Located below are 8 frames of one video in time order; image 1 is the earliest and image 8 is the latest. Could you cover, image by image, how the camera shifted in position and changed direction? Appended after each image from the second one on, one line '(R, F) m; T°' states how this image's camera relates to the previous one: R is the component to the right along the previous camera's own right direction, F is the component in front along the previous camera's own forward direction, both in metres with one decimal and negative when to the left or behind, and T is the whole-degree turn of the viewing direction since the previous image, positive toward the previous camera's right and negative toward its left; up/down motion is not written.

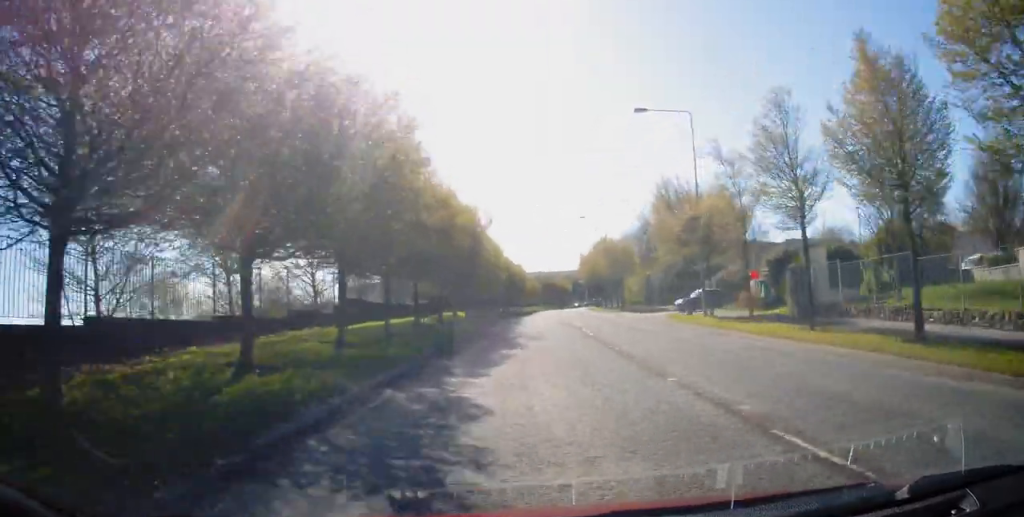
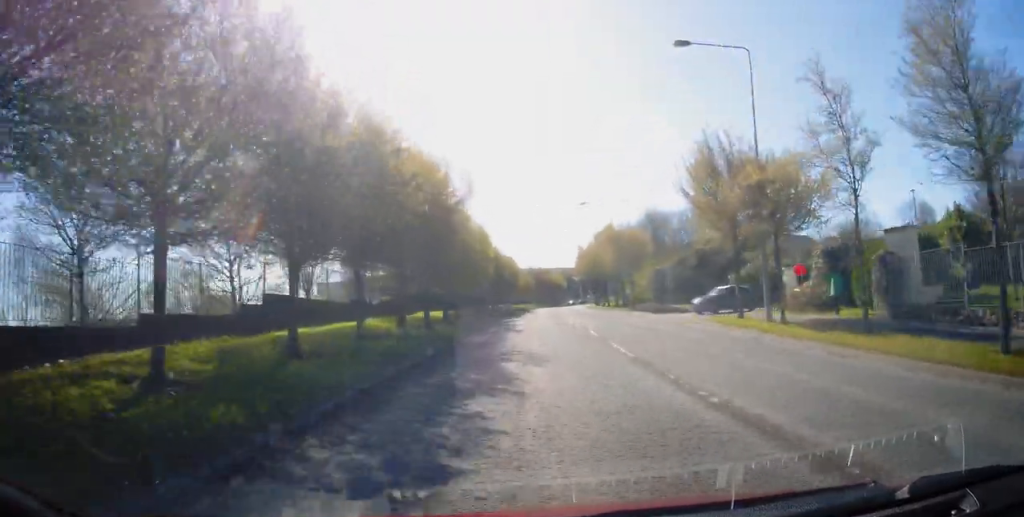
(0.0, +8.0) m; +3°
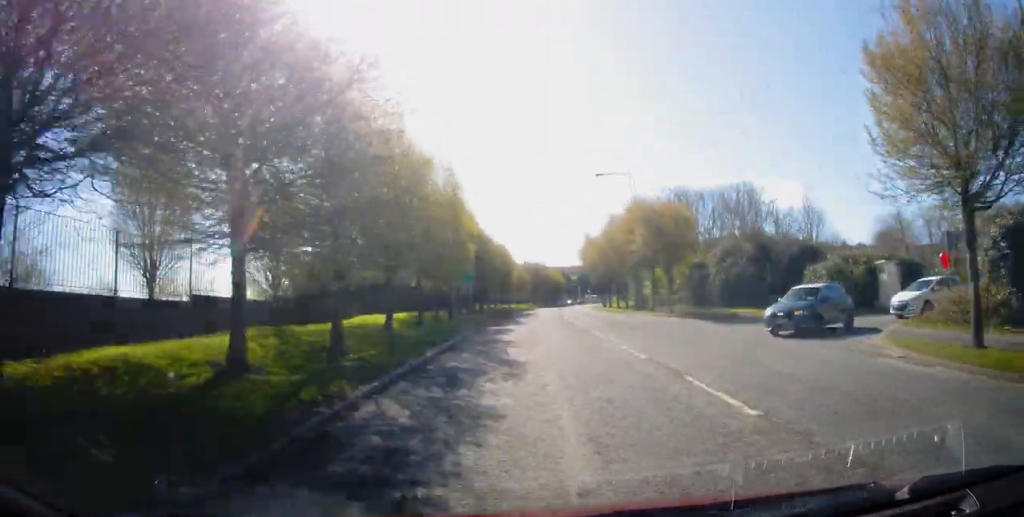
(+0.6, +13.0) m; +5°
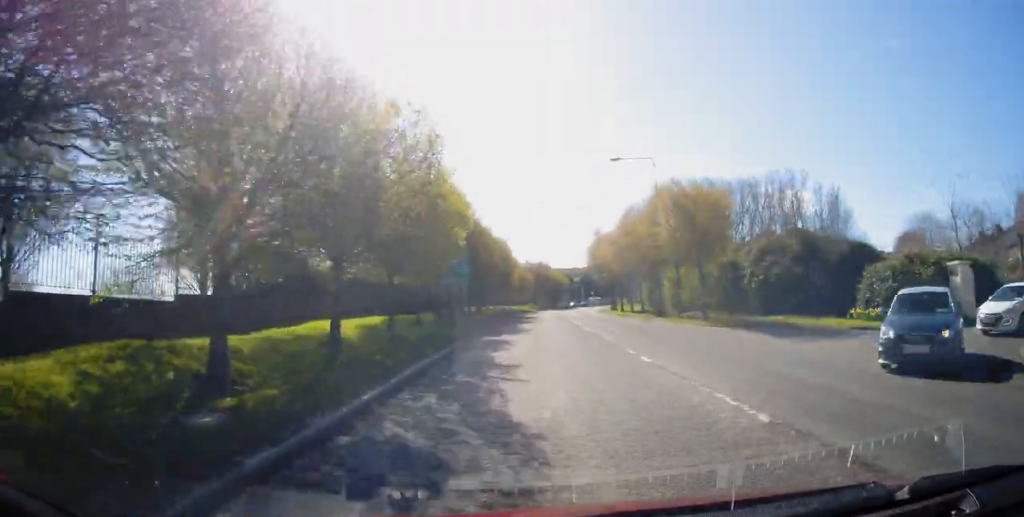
(+0.3, +6.0) m; +2°
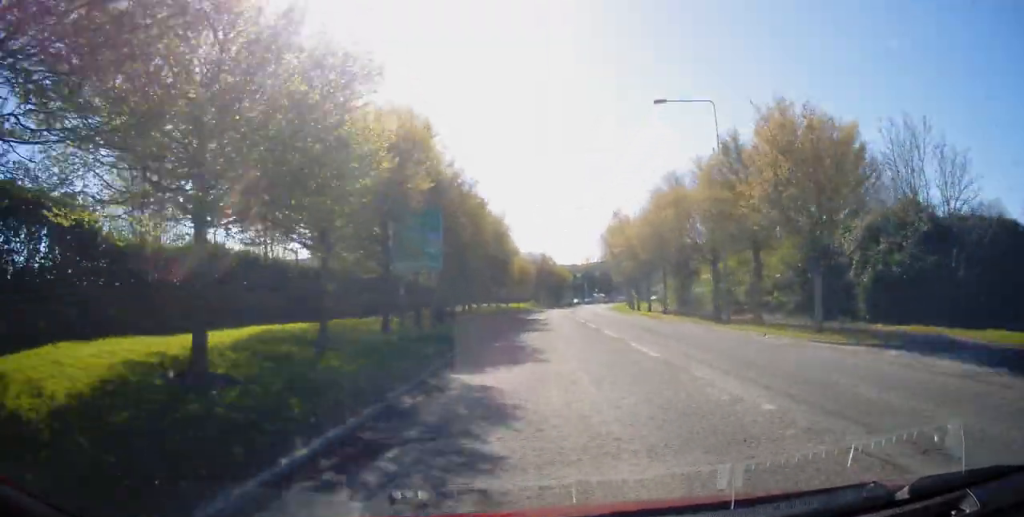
(+0.1, +11.4) m; +1°
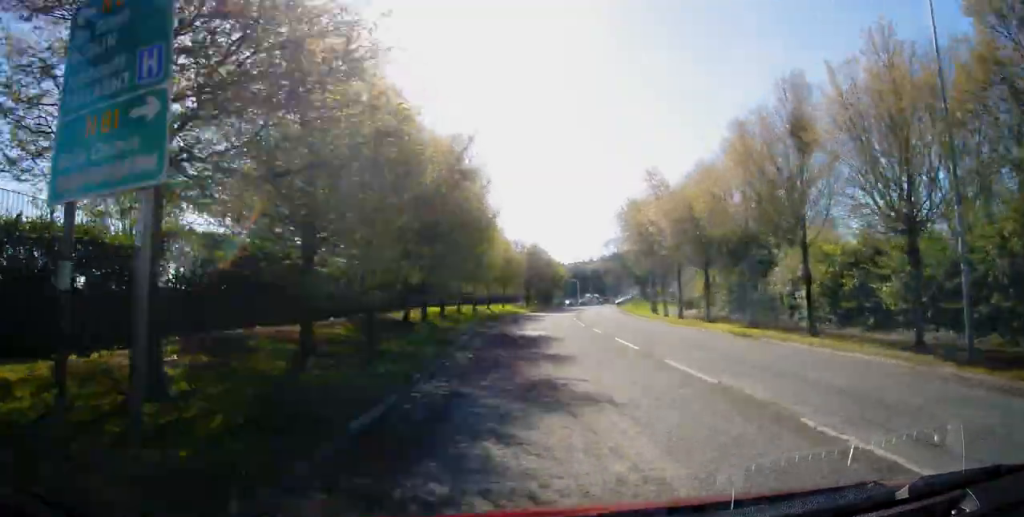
(0.0, +15.7) m; 0°
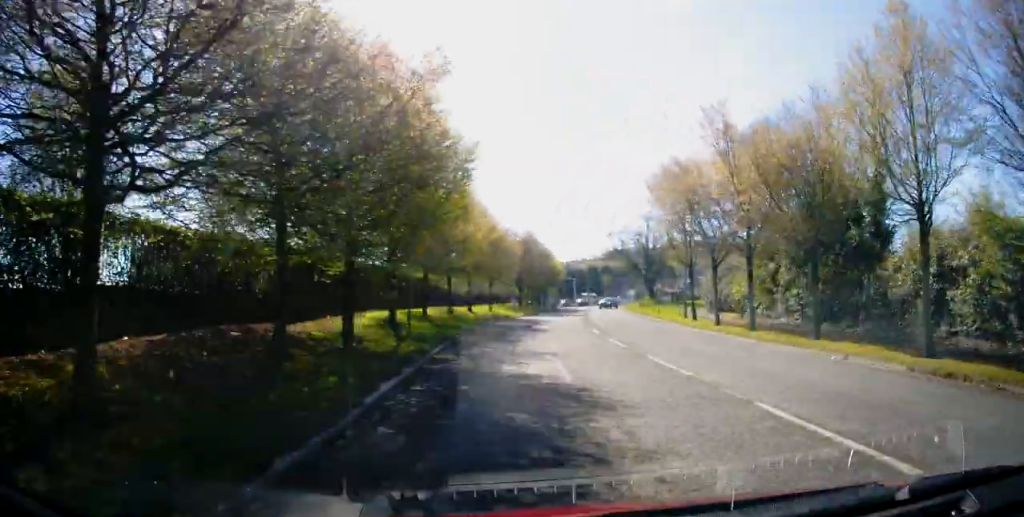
(0.0, +11.1) m; 0°
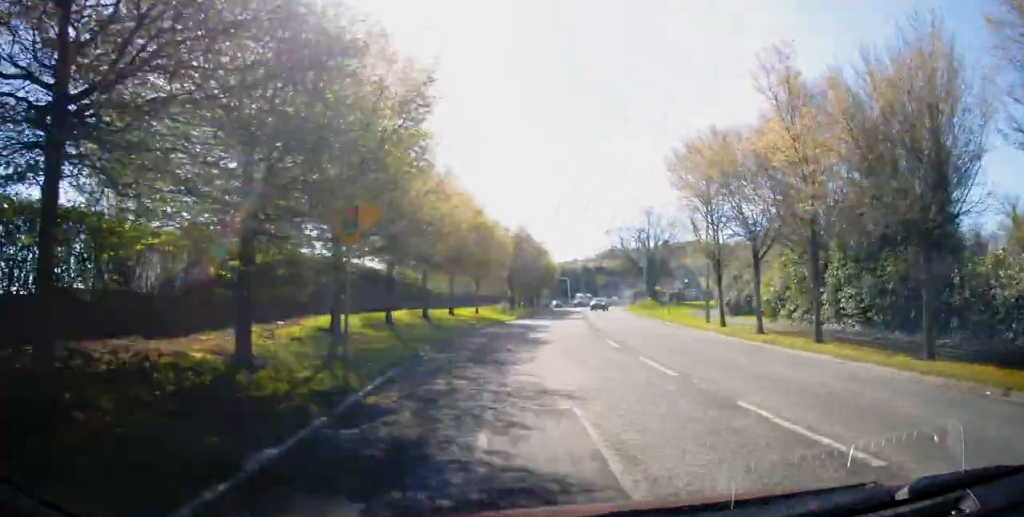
(0.0, +5.7) m; 0°
